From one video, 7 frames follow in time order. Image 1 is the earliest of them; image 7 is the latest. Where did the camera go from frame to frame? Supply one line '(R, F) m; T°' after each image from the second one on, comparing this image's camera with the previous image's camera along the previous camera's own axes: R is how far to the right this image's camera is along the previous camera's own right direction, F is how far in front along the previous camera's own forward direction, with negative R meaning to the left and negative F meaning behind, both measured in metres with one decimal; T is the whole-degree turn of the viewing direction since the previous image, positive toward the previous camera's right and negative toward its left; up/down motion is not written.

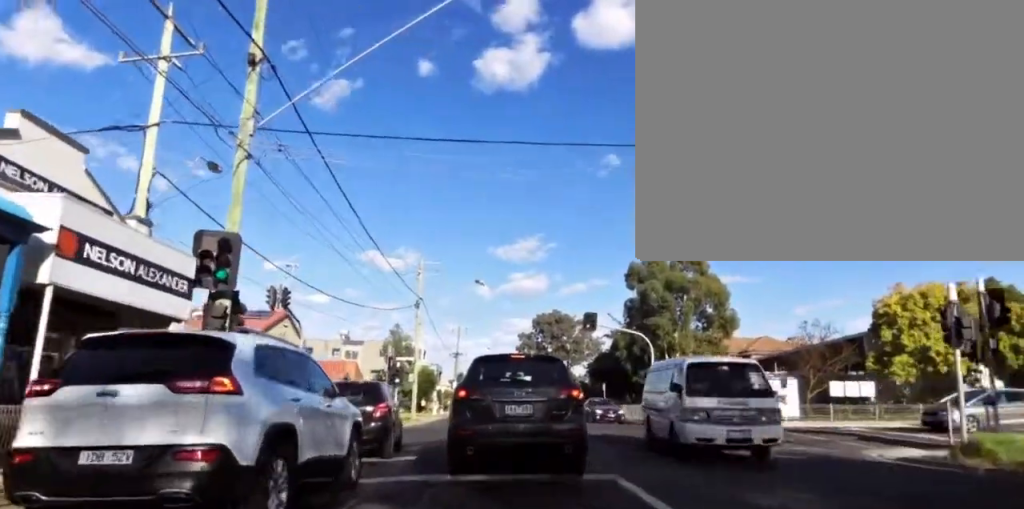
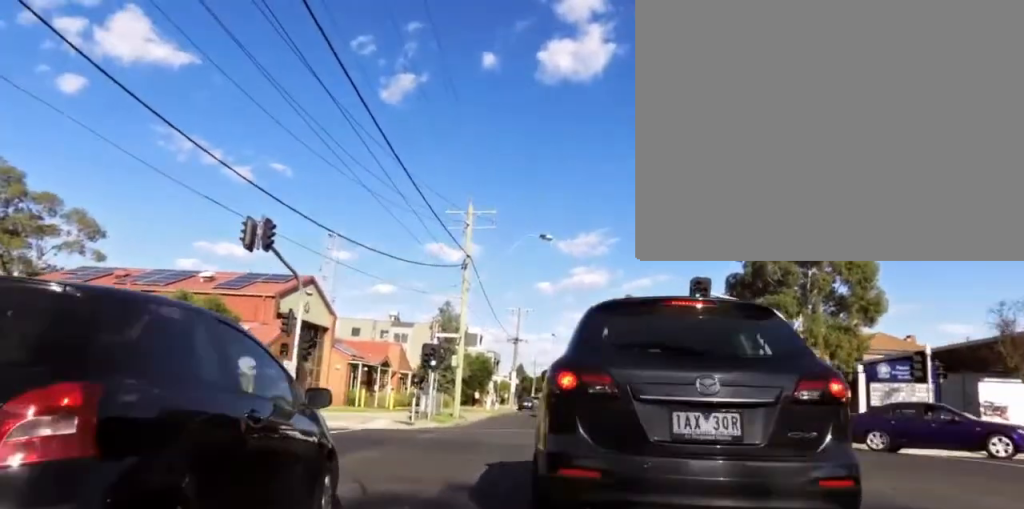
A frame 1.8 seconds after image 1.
(+1.0, +11.3) m; +14°
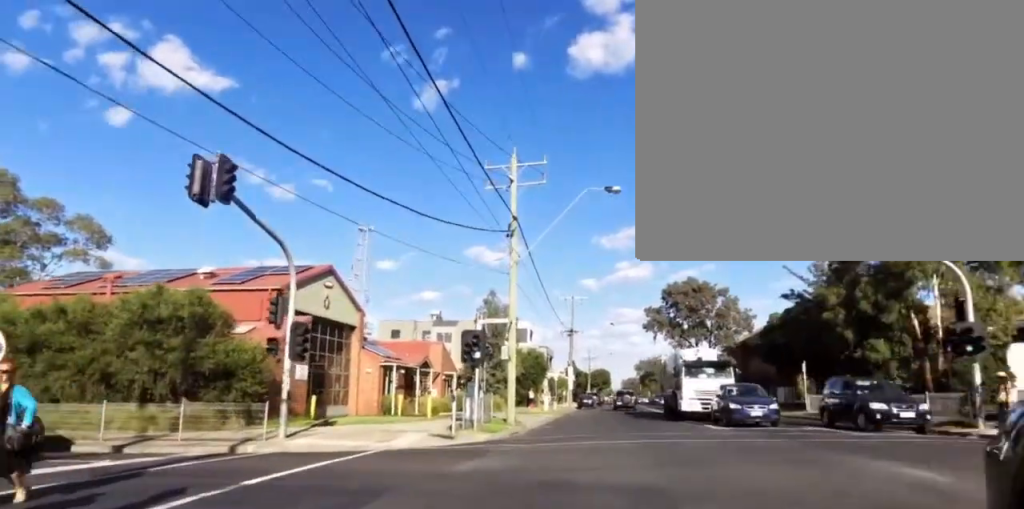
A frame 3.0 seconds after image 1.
(+0.3, +8.5) m; -7°
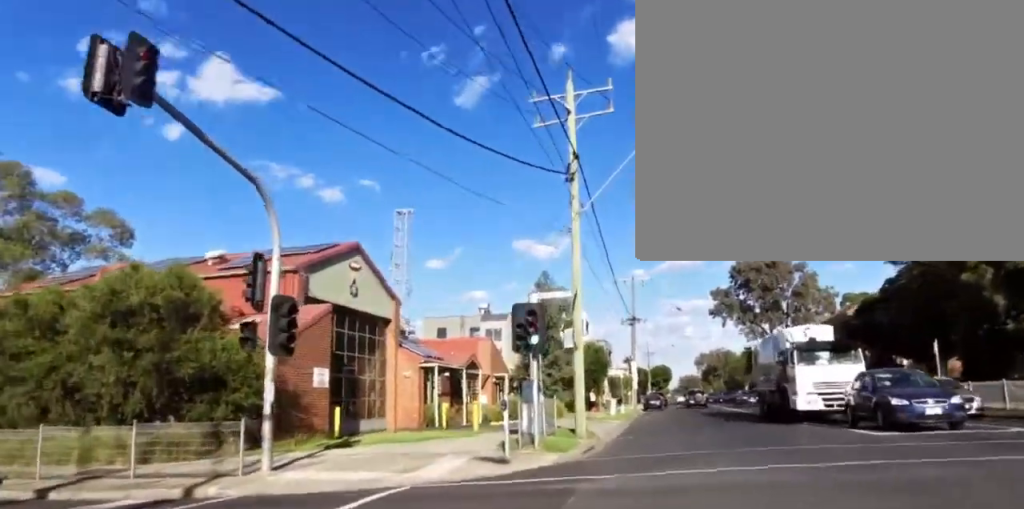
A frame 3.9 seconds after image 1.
(-0.8, +6.8) m; -2°
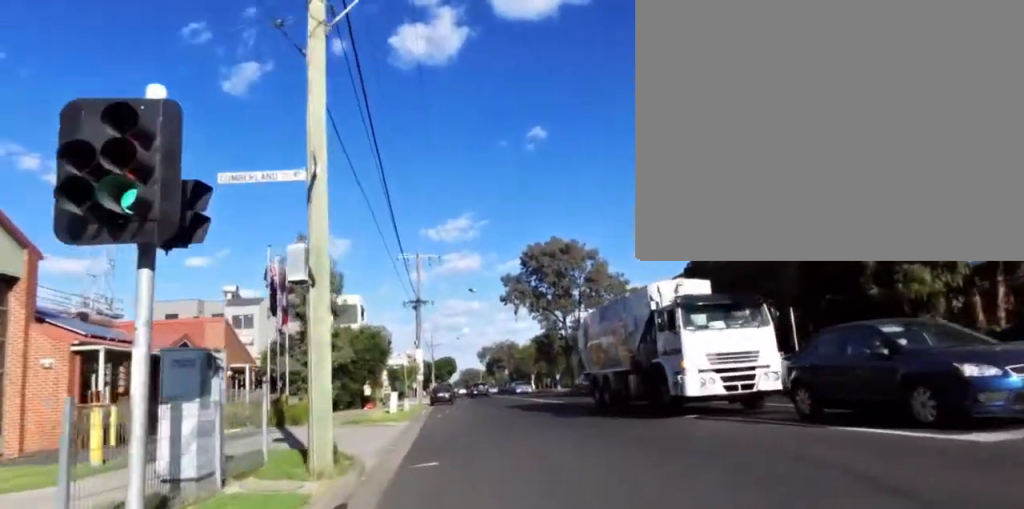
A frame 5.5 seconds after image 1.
(+1.8, +11.3) m; +8°
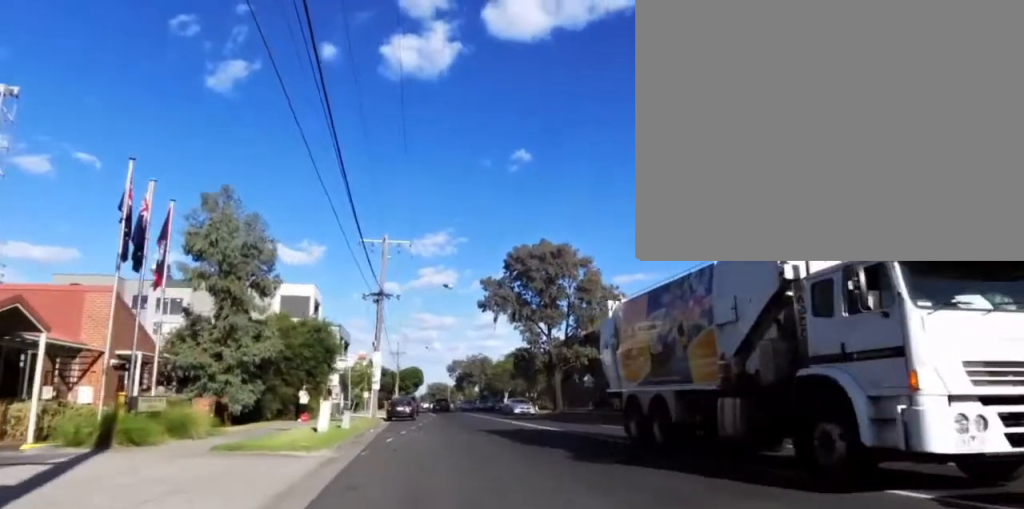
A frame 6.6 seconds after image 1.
(-1.3, +8.2) m; 0°
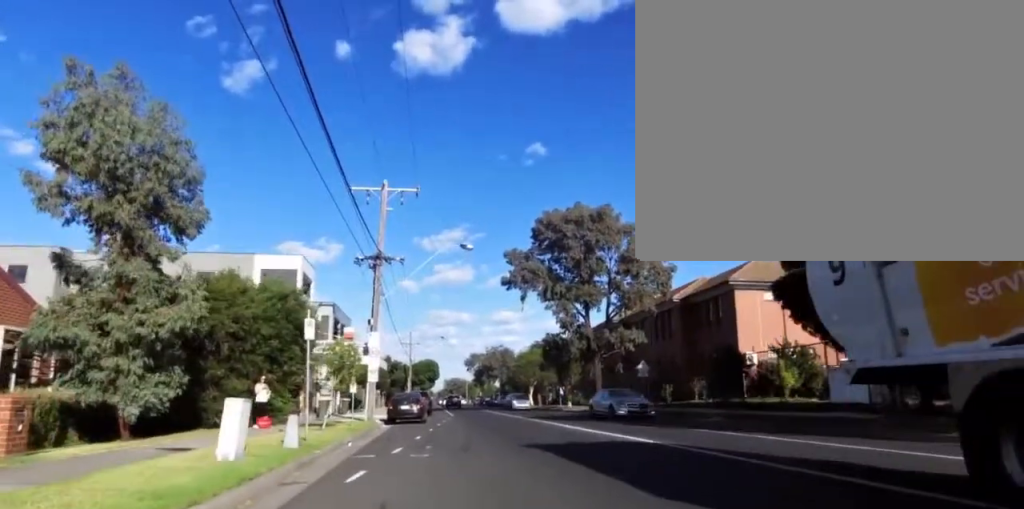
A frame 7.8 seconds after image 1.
(+1.1, +9.4) m; 0°
